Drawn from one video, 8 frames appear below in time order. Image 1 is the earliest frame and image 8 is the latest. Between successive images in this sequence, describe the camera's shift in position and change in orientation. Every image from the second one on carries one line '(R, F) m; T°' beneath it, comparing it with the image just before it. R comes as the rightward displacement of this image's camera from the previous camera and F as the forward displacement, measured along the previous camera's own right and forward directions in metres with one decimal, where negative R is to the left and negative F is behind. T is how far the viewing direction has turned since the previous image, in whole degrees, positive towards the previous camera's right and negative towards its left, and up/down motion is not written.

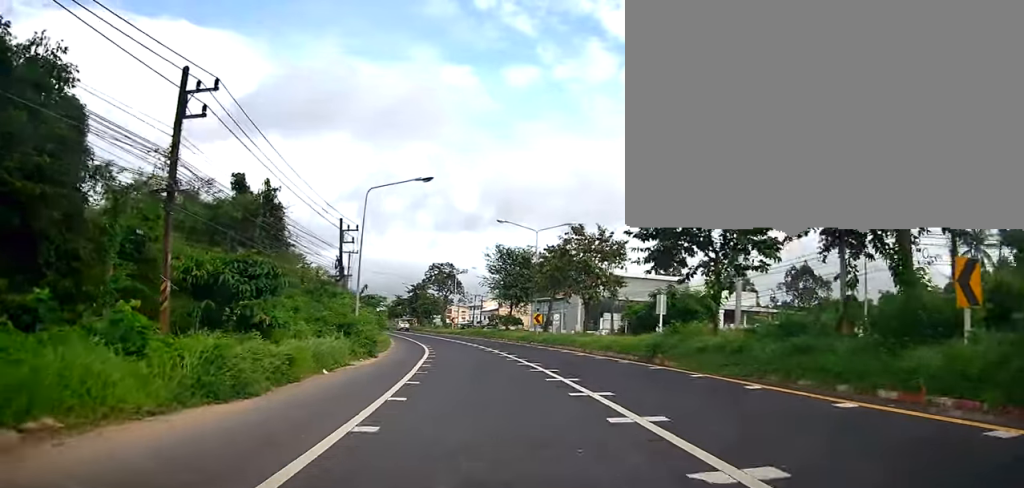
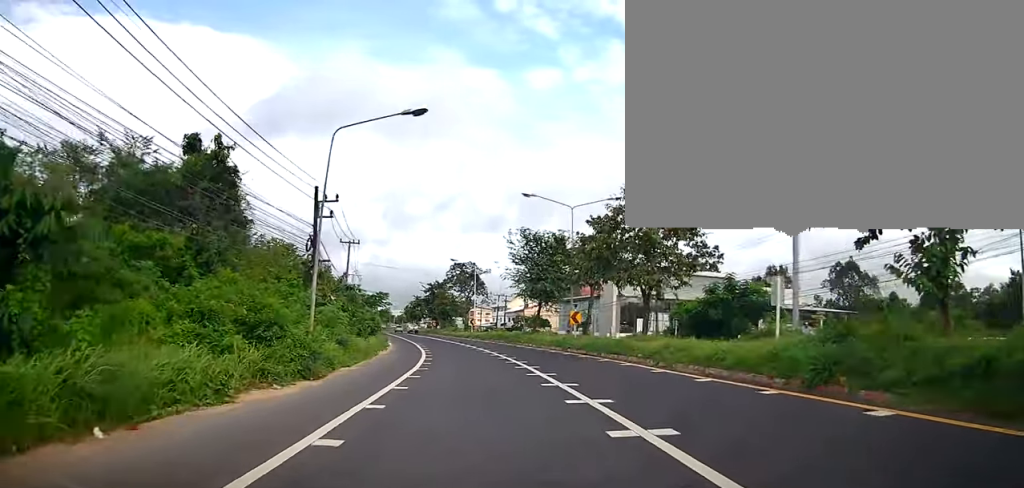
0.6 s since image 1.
(0.0, +9.8) m; -1°
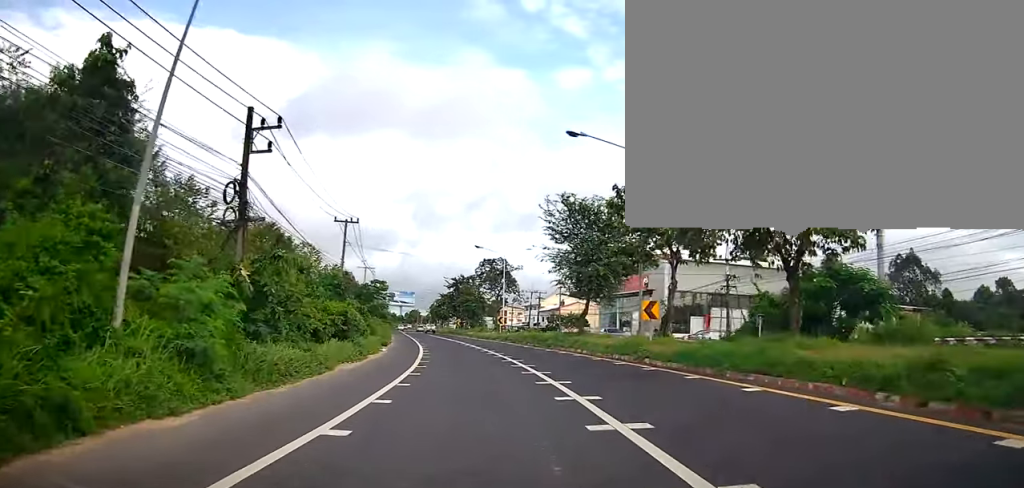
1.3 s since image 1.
(0.0, +11.4) m; -2°
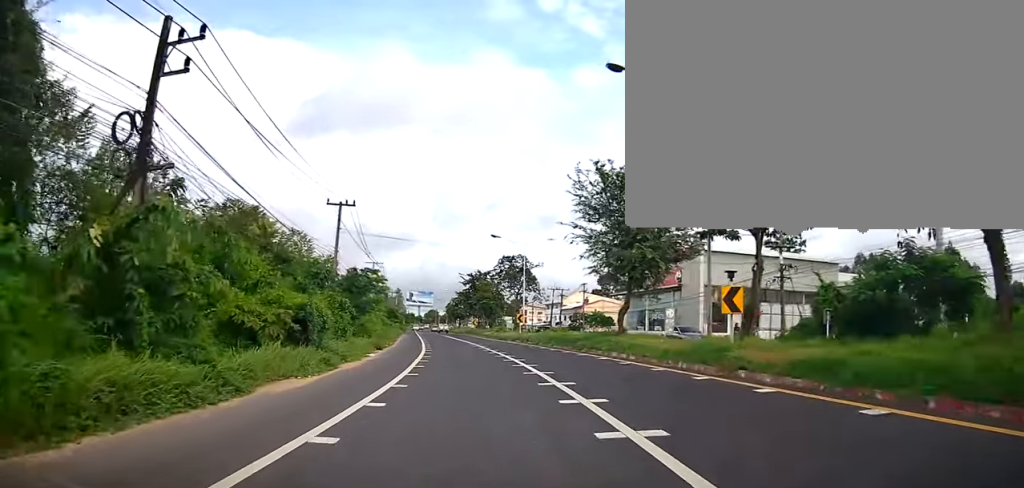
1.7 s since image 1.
(-0.1, +6.5) m; -2°
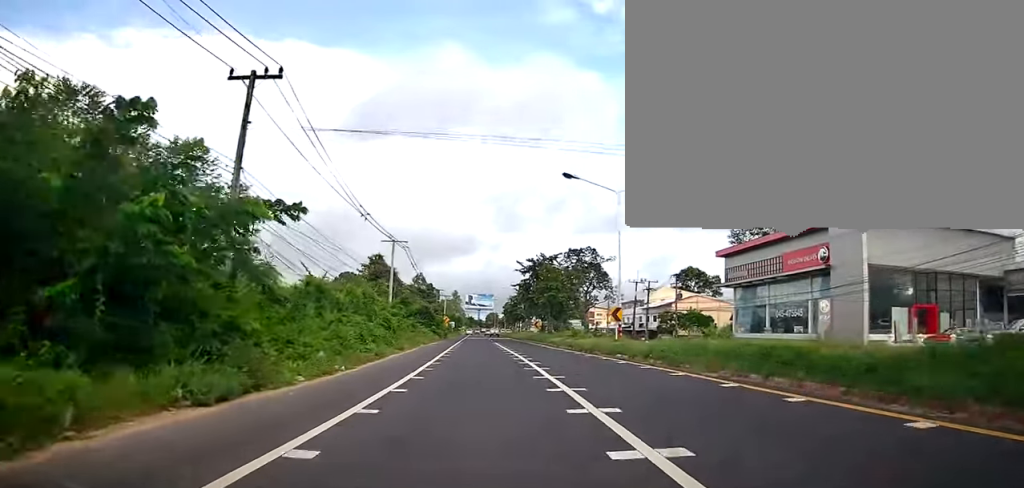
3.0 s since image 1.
(-1.6, +21.8) m; -8°
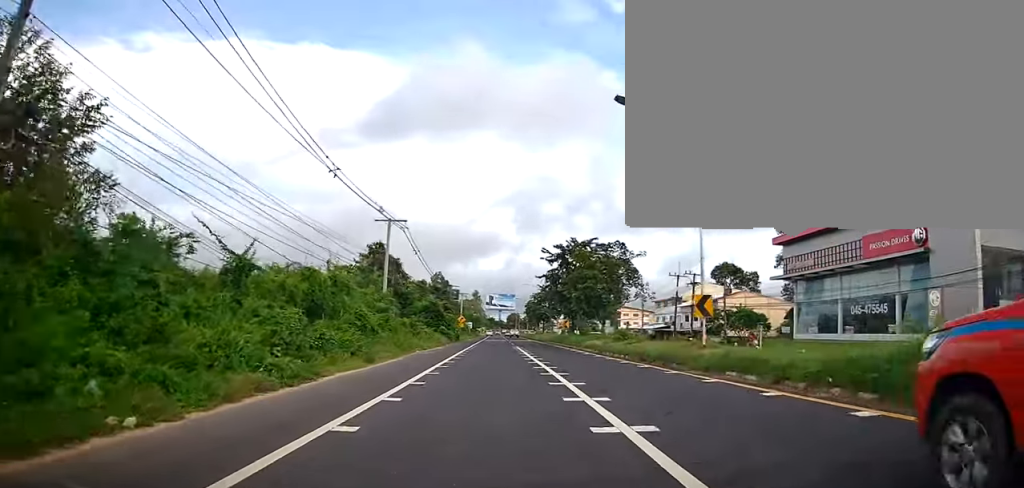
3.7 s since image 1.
(-0.3, +10.7) m; -3°
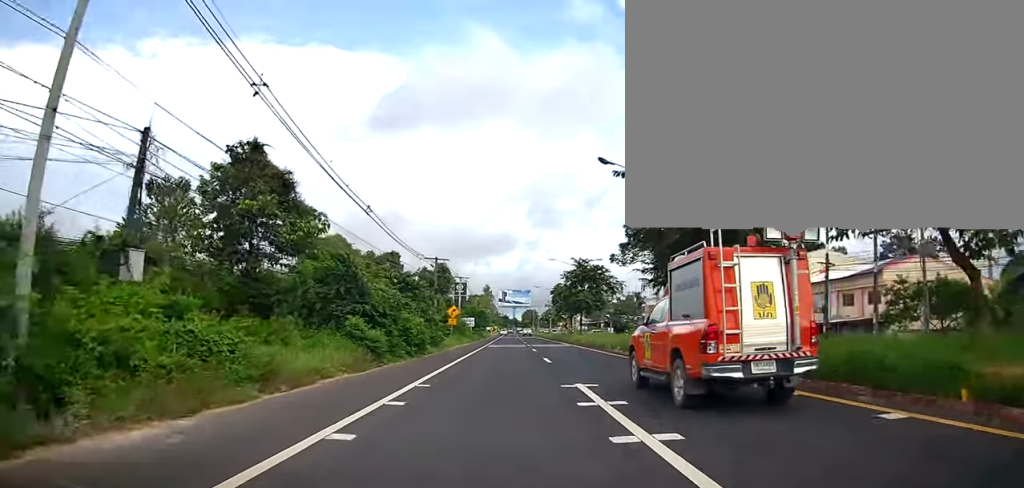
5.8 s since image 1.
(-1.4, +34.0) m; -3°
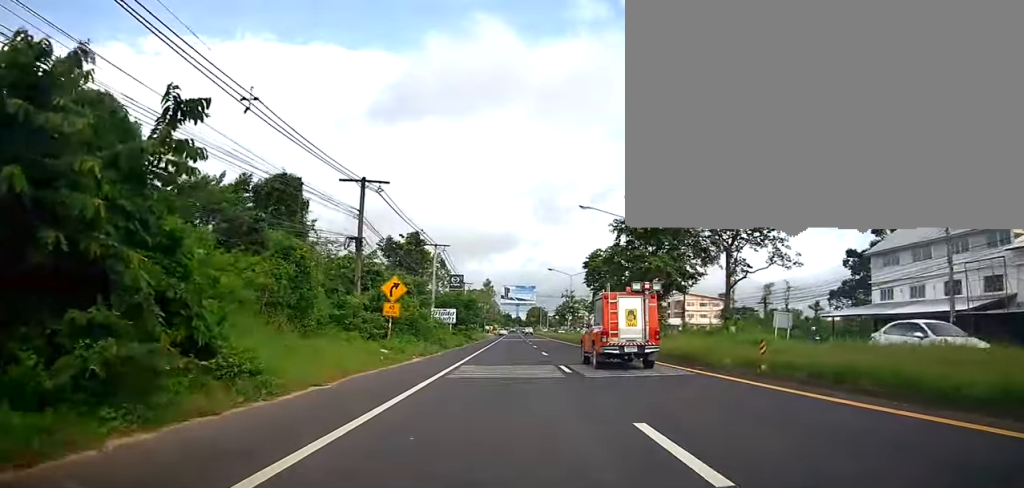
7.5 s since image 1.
(0.0, +29.5) m; 0°
